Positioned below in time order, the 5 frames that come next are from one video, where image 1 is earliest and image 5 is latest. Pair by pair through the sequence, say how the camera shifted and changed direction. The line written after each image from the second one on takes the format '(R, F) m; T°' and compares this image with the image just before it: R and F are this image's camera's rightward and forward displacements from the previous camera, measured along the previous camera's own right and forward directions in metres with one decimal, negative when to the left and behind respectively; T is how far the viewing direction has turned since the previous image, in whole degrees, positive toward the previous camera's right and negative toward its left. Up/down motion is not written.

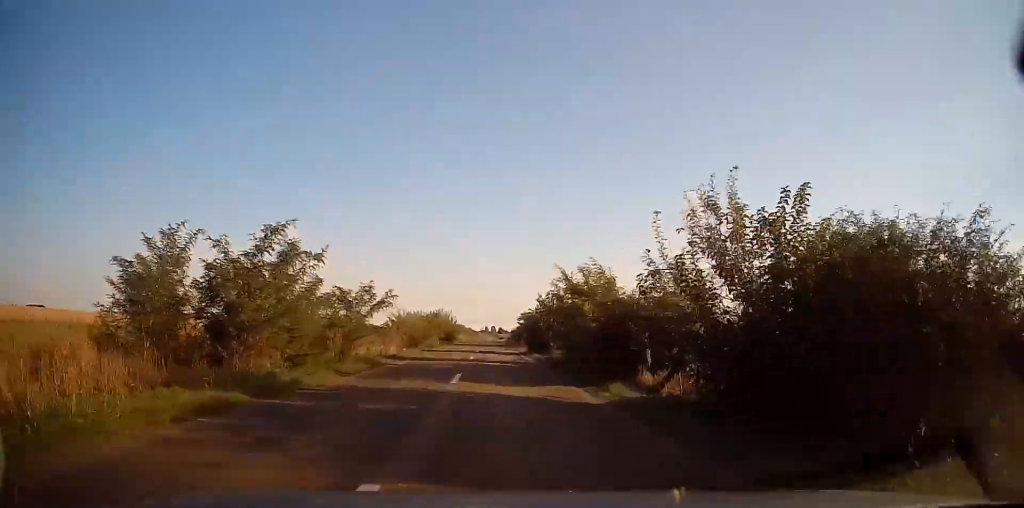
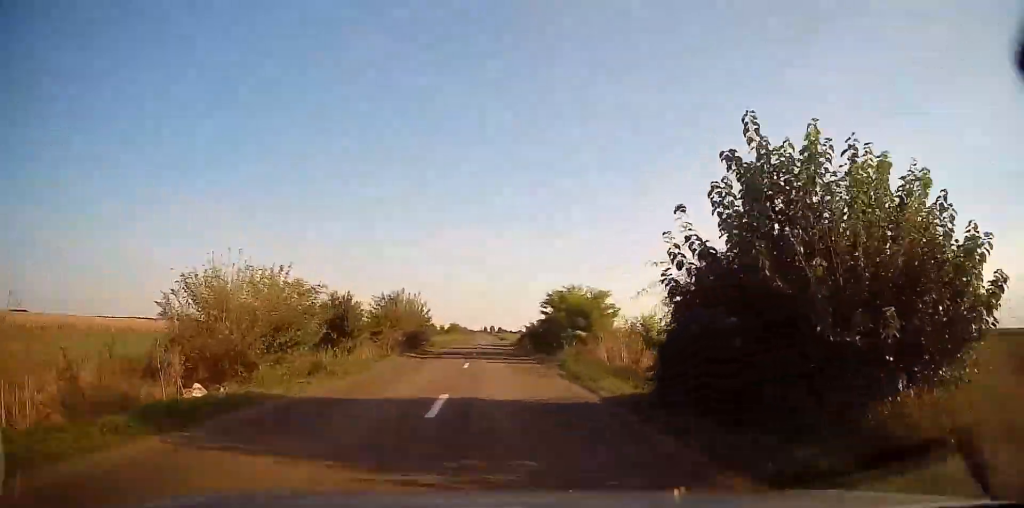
(-0.2, +29.3) m; 0°
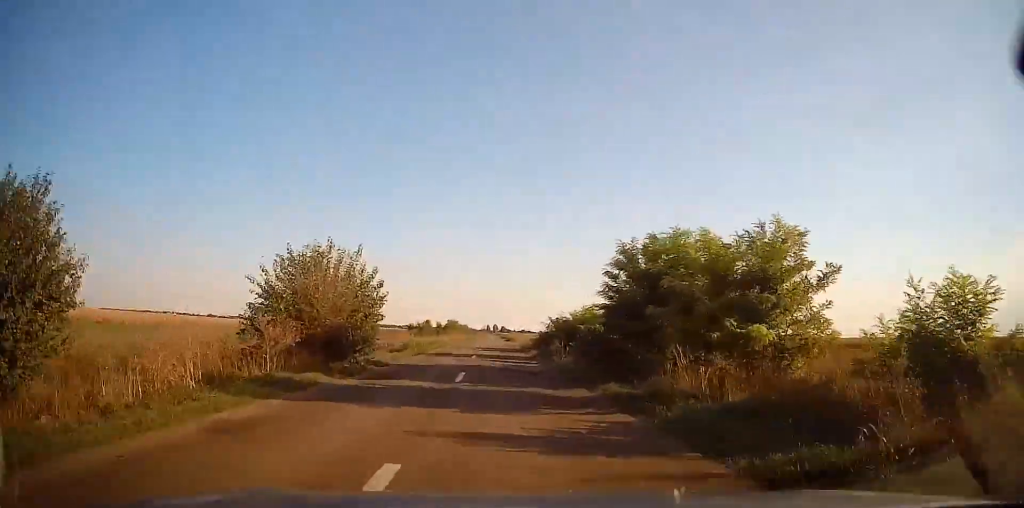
(0.0, +17.8) m; 0°
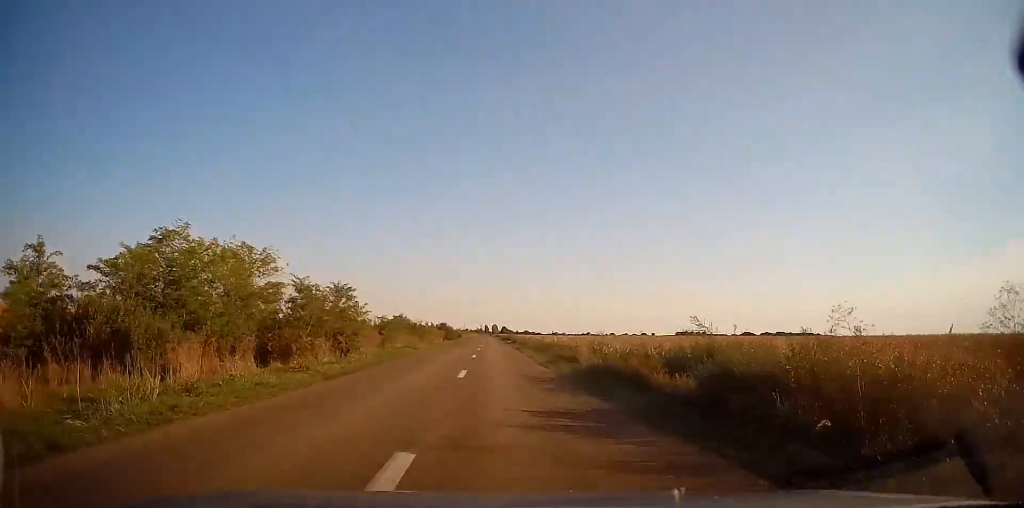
(-0.1, +117.9) m; 0°
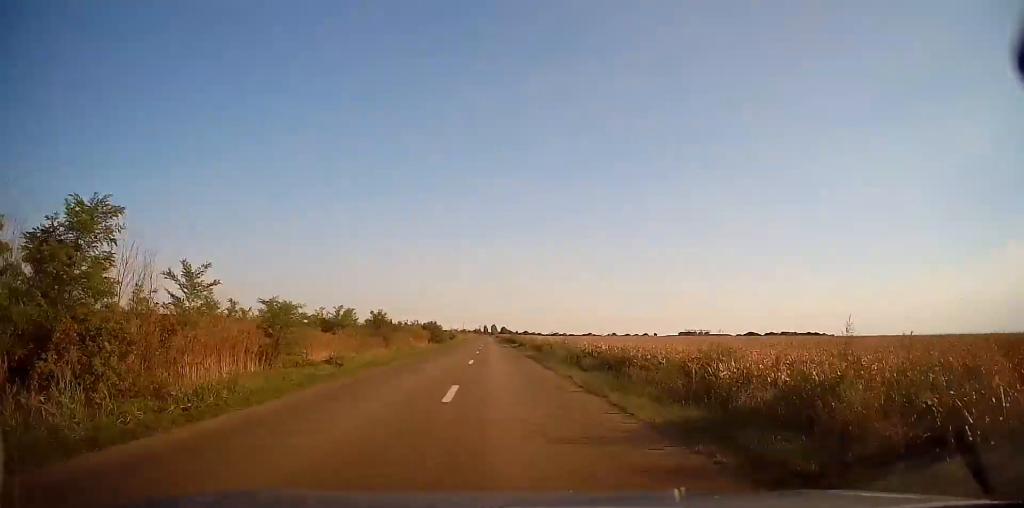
(0.0, +16.6) m; 0°
